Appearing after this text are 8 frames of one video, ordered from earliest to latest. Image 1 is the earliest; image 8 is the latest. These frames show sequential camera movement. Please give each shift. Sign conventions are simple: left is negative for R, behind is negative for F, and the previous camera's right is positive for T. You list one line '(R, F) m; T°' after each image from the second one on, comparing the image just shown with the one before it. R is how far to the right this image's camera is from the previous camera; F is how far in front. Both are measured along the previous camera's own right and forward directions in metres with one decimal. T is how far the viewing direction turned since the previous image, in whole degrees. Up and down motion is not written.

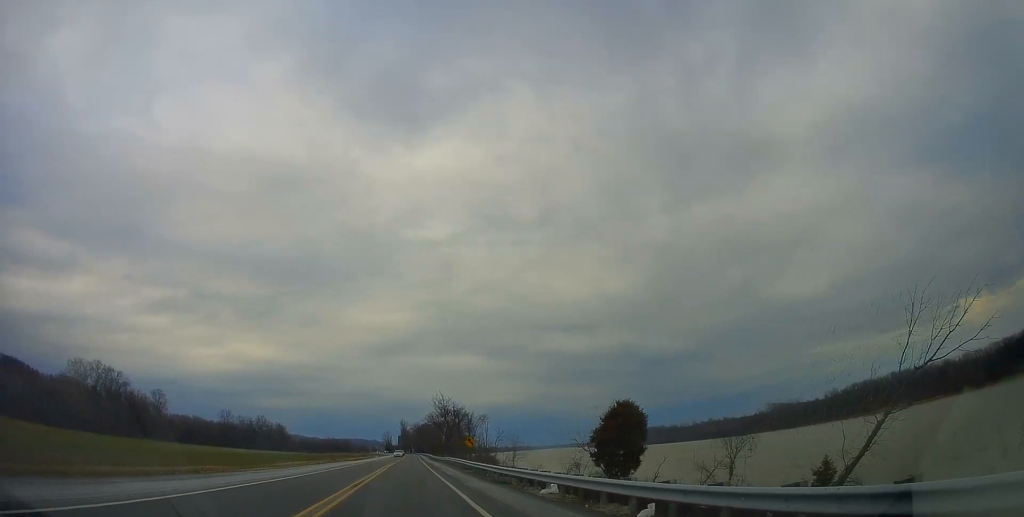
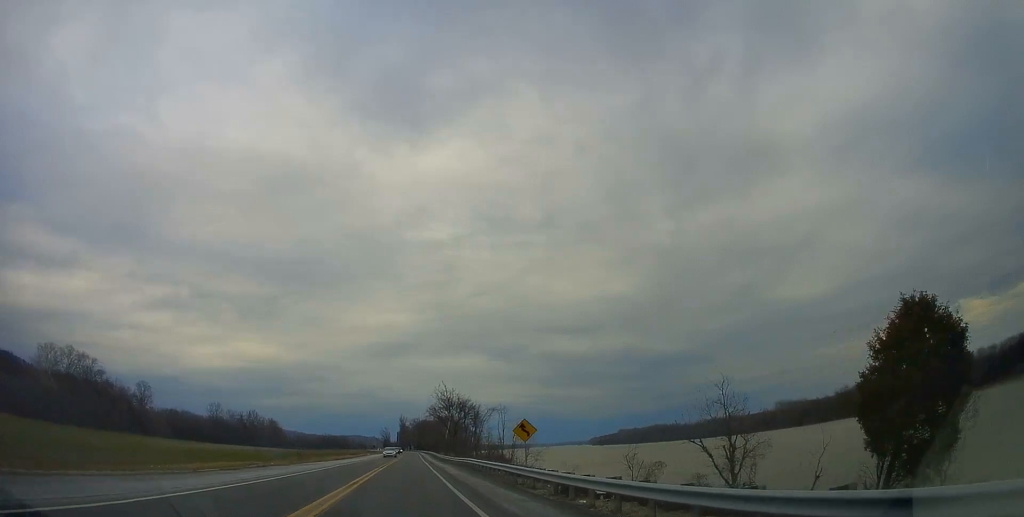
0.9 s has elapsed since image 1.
(-1.1, +24.1) m; -1°
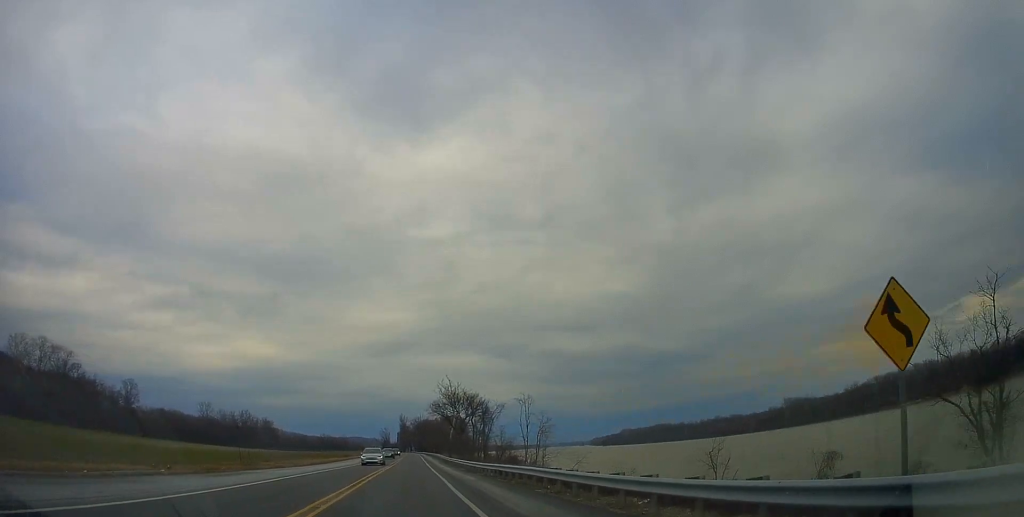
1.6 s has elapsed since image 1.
(+0.6, +21.3) m; +1°
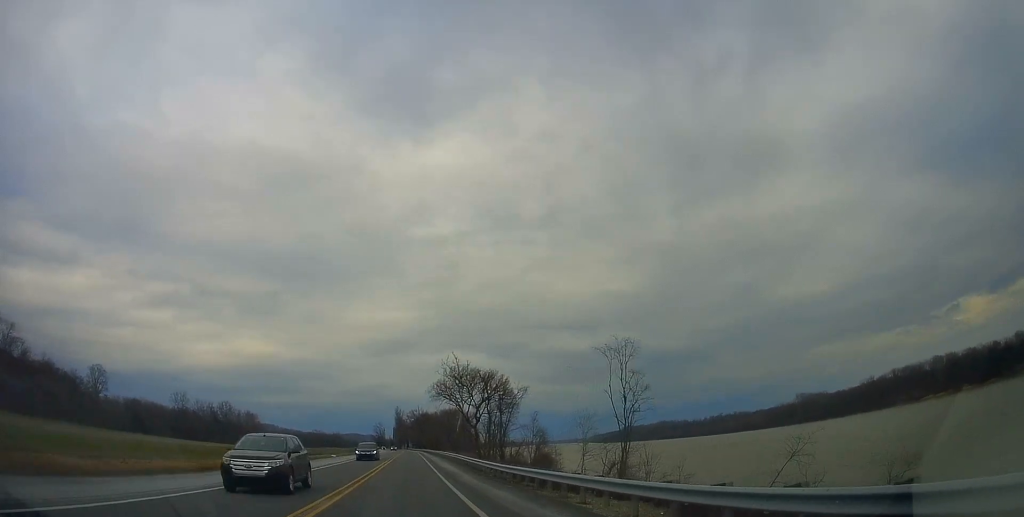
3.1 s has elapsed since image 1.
(+0.2, +39.5) m; -1°
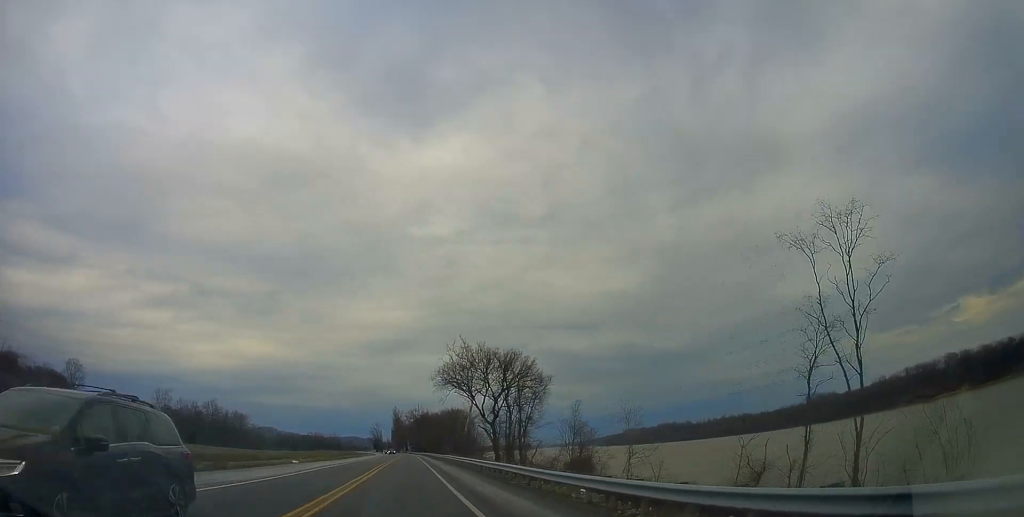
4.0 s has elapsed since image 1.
(-0.6, +25.5) m; 0°
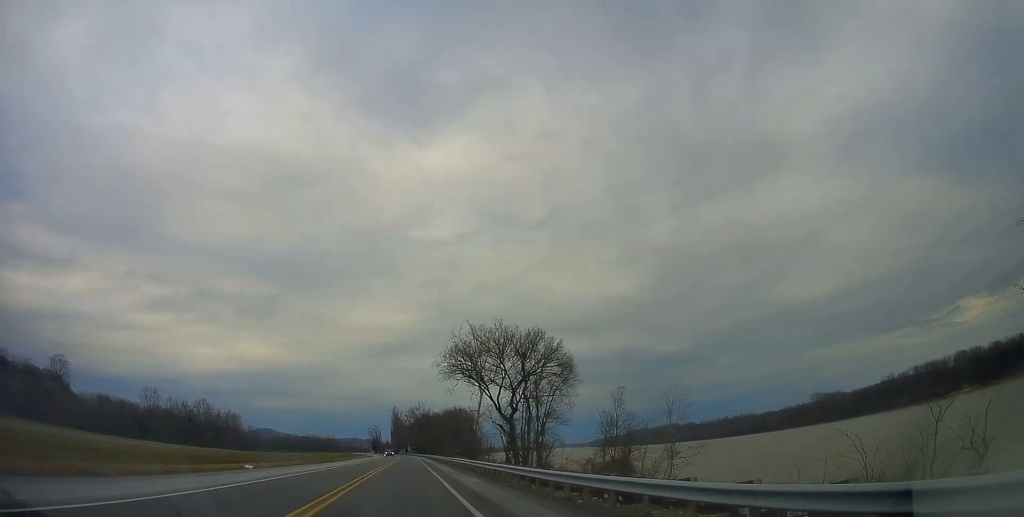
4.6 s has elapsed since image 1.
(+0.4, +15.6) m; 0°
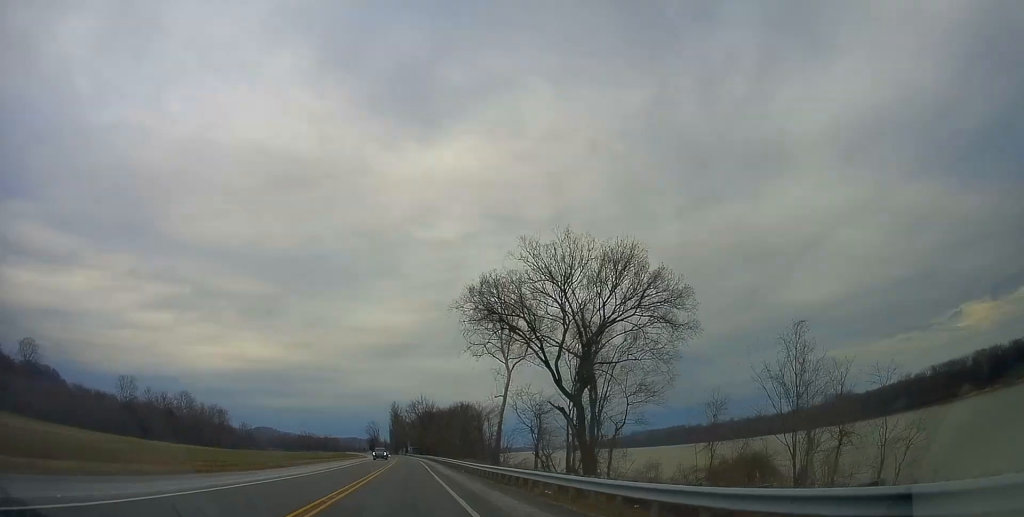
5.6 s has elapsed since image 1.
(-0.2, +29.4) m; 0°
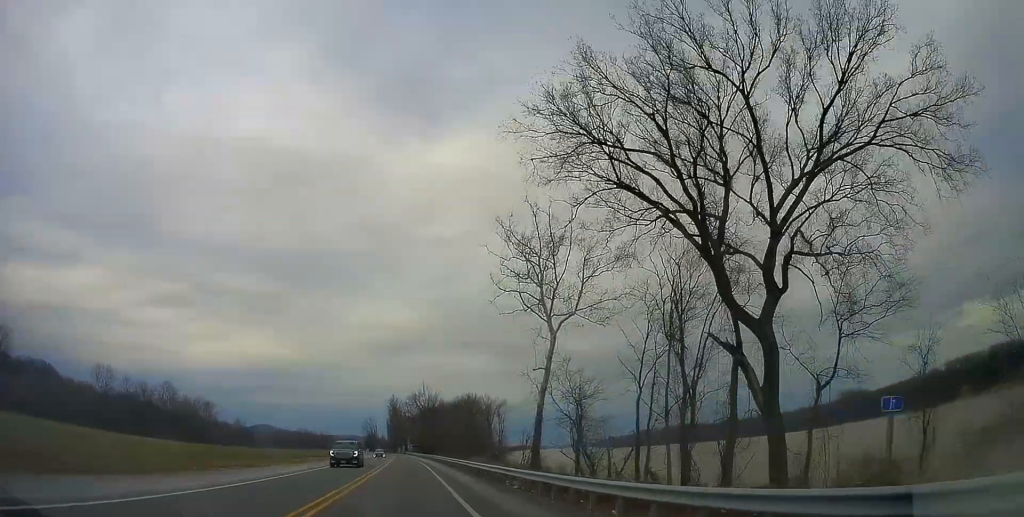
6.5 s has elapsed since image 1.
(+0.4, +24.6) m; 0°
